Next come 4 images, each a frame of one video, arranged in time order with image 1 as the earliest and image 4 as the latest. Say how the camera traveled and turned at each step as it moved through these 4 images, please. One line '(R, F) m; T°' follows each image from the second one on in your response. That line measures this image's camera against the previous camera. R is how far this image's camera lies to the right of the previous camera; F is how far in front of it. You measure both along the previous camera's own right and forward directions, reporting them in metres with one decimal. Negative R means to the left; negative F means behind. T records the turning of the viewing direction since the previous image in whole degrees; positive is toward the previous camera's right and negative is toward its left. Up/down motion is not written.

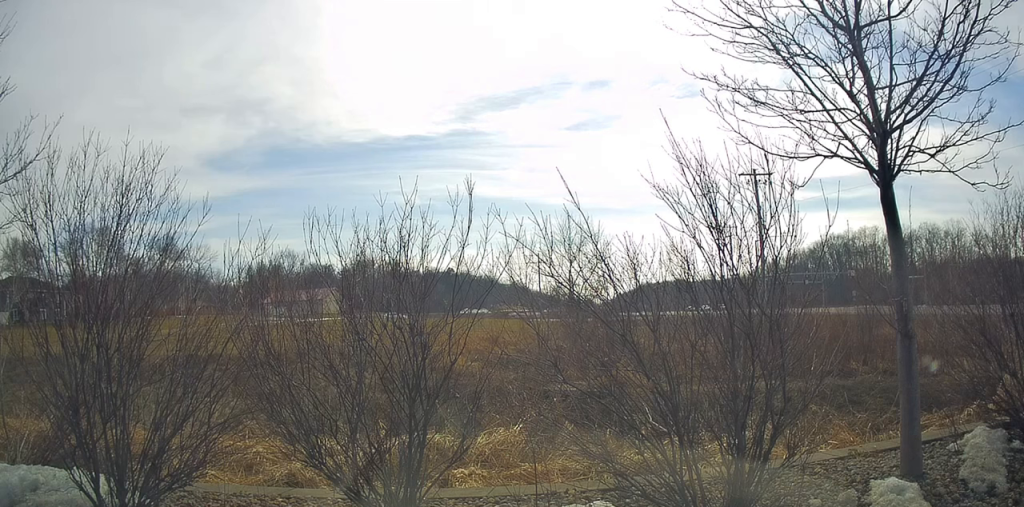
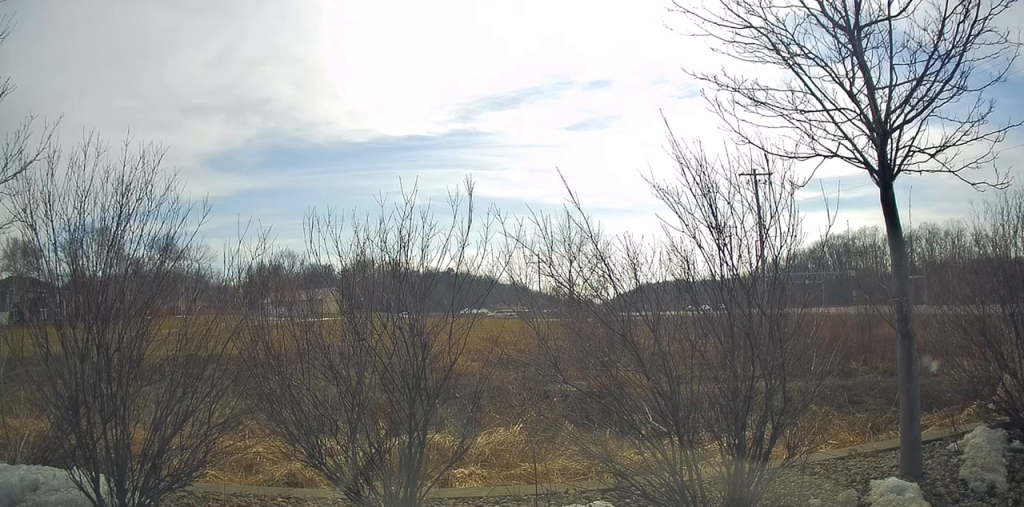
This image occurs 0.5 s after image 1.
(0.0, 0.0) m; 0°
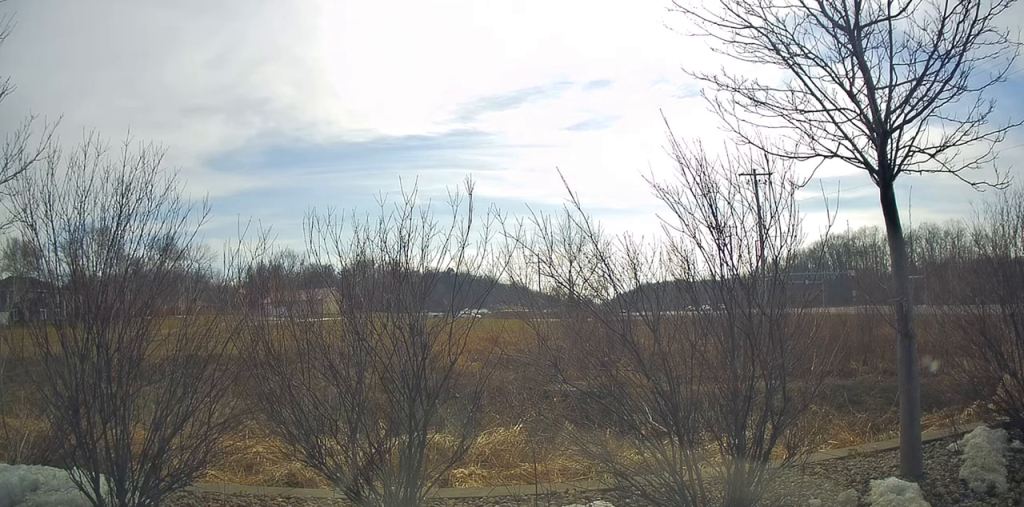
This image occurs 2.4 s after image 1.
(0.0, 0.0) m; 0°
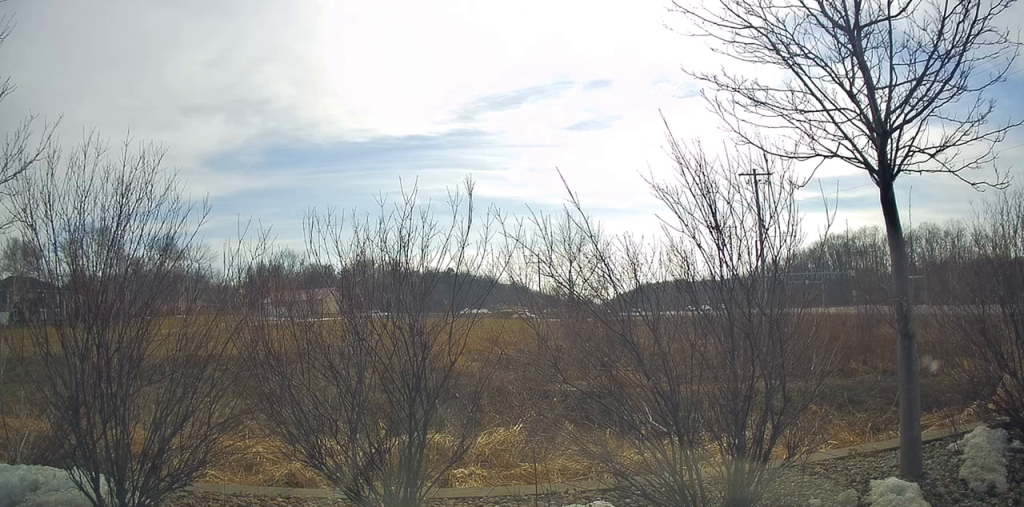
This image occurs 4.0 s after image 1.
(0.0, 0.0) m; 0°
